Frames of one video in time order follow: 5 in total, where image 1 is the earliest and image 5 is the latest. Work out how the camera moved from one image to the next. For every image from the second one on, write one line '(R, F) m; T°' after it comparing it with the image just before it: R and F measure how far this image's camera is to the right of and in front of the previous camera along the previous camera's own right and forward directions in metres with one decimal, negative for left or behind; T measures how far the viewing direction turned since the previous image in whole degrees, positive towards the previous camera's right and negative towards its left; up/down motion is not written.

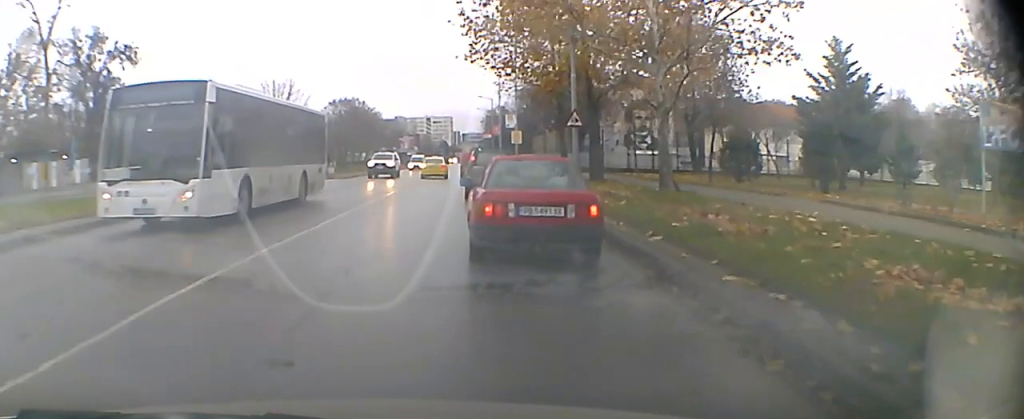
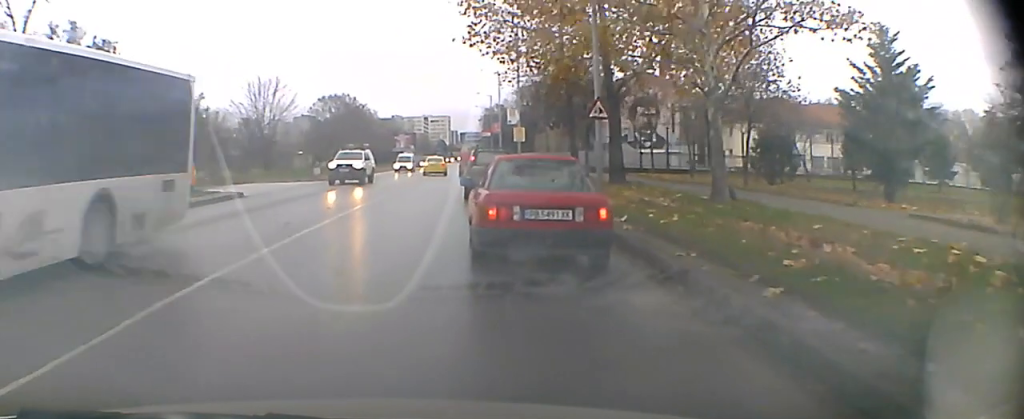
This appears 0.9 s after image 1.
(0.0, +4.2) m; -1°
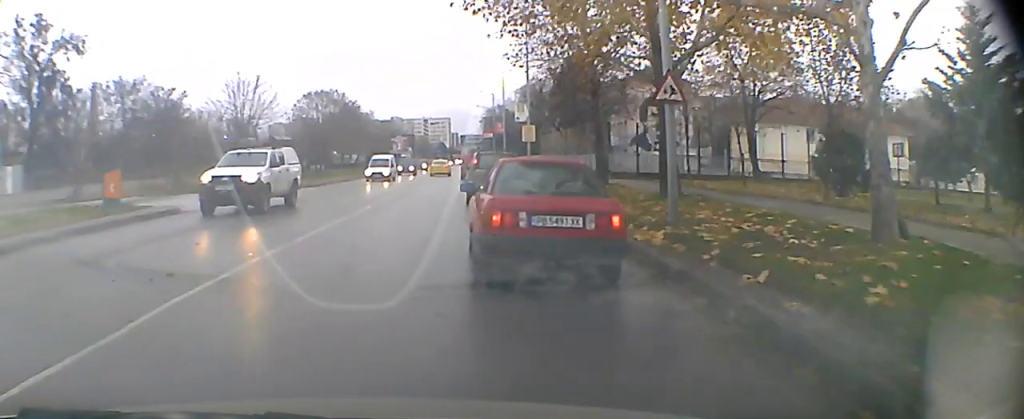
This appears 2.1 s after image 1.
(-0.1, +6.6) m; -2°
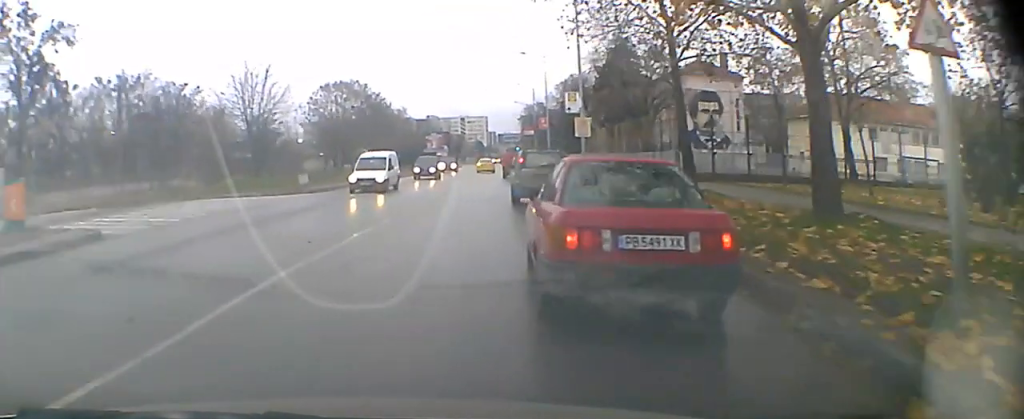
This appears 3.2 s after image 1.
(-0.1, +7.2) m; -1°
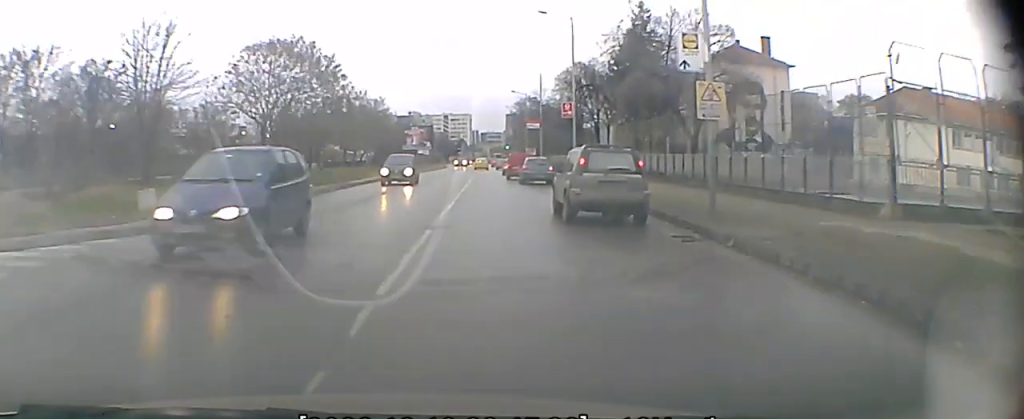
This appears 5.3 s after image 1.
(+0.3, +17.4) m; +2°
